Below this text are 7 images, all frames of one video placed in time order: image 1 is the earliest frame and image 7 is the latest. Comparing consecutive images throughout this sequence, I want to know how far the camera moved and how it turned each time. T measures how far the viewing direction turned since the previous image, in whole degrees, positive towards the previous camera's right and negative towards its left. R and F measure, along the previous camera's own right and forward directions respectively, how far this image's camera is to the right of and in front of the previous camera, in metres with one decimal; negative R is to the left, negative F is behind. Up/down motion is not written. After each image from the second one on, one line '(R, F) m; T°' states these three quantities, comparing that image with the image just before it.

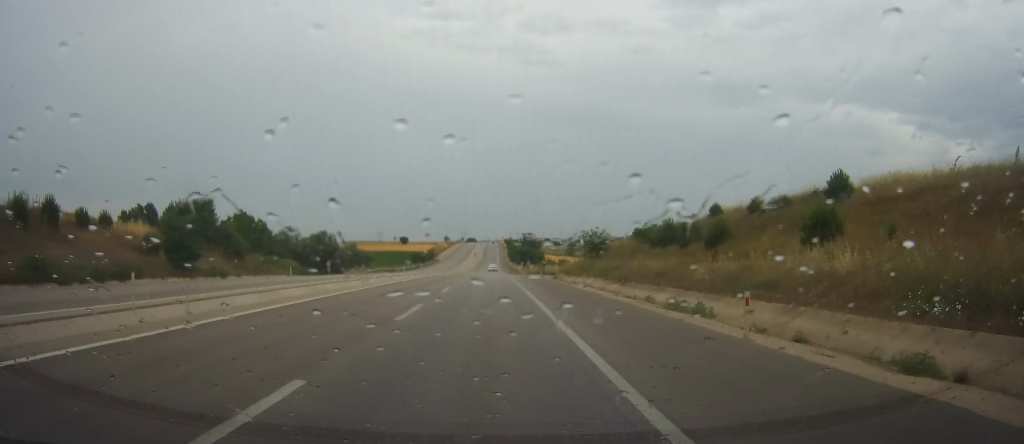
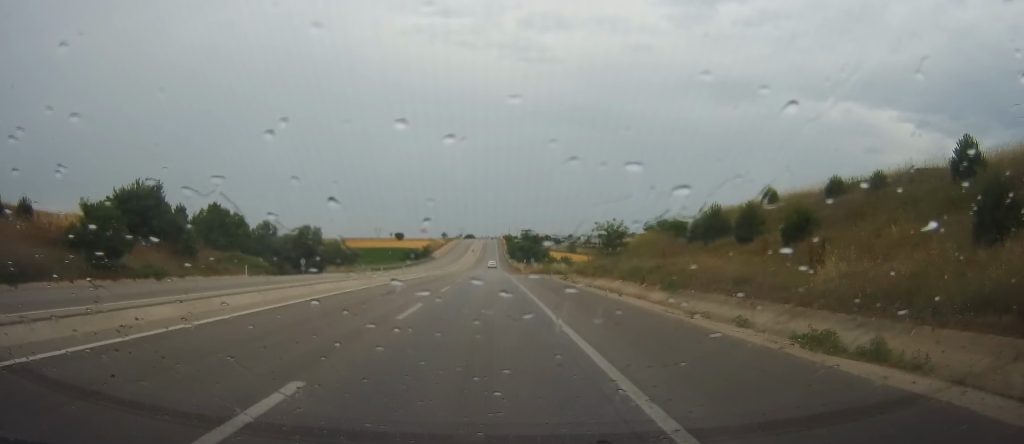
(-0.3, +11.6) m; 0°
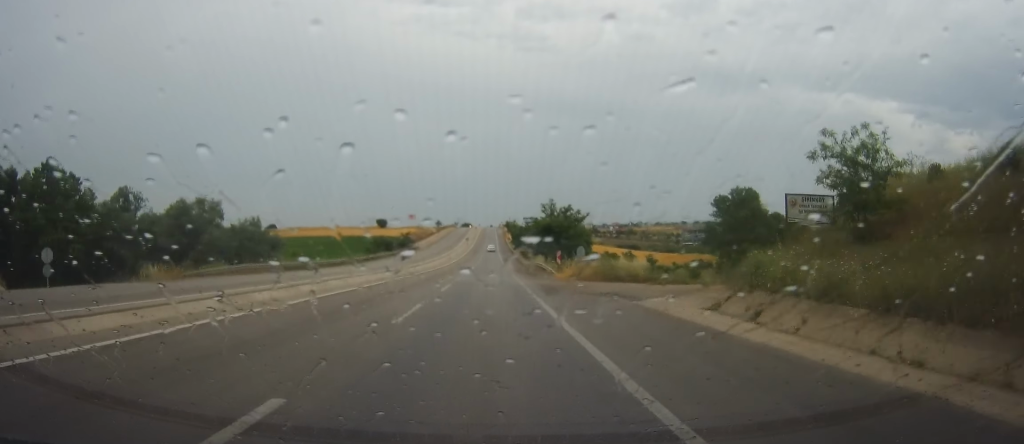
(+1.4, +49.0) m; +2°
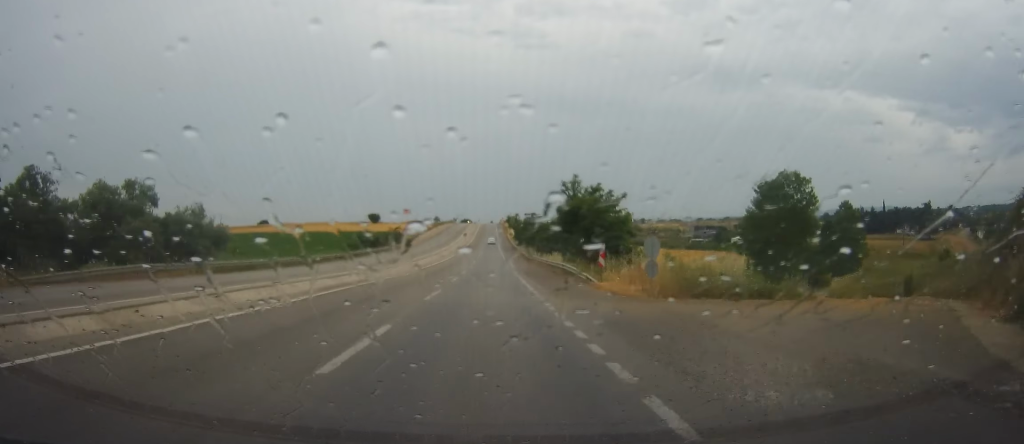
(0.0, +17.3) m; -1°
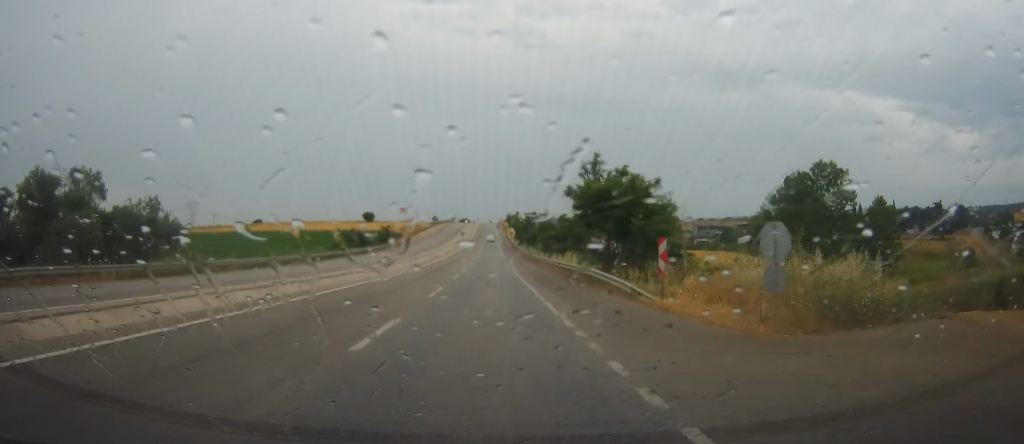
(-0.1, +10.0) m; 0°
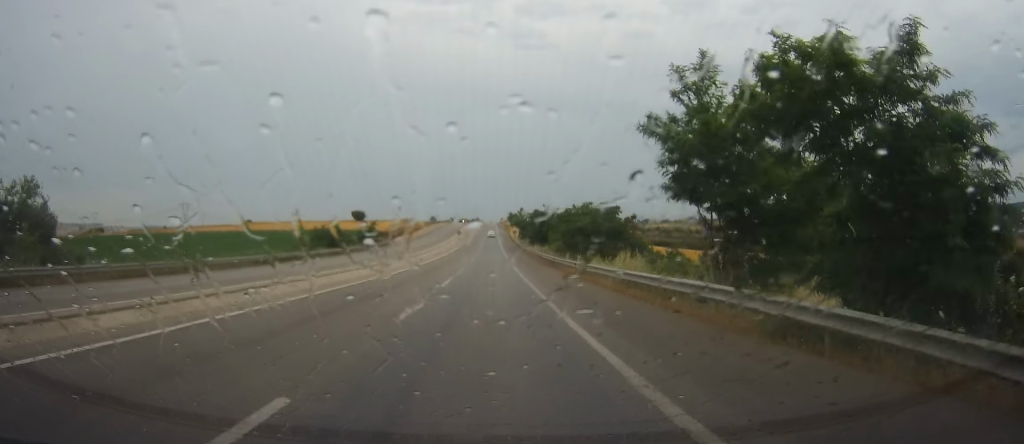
(-0.3, +18.8) m; 0°
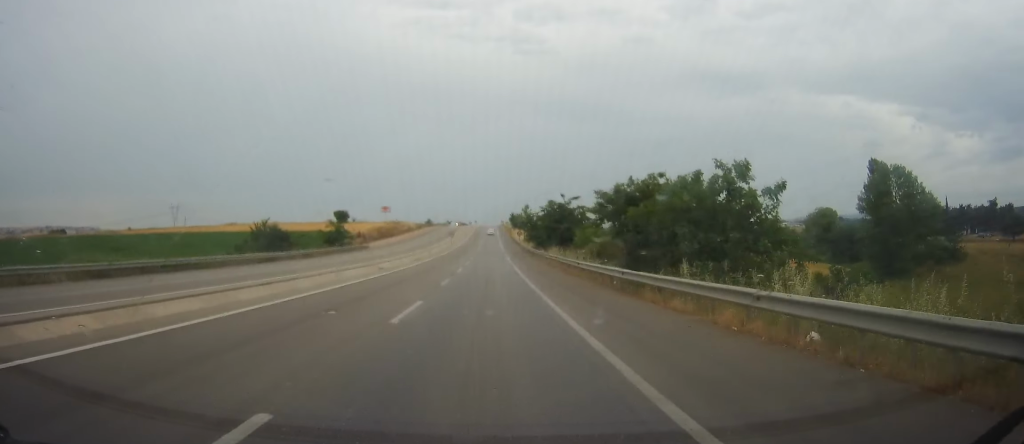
(+0.4, +24.3) m; -1°
